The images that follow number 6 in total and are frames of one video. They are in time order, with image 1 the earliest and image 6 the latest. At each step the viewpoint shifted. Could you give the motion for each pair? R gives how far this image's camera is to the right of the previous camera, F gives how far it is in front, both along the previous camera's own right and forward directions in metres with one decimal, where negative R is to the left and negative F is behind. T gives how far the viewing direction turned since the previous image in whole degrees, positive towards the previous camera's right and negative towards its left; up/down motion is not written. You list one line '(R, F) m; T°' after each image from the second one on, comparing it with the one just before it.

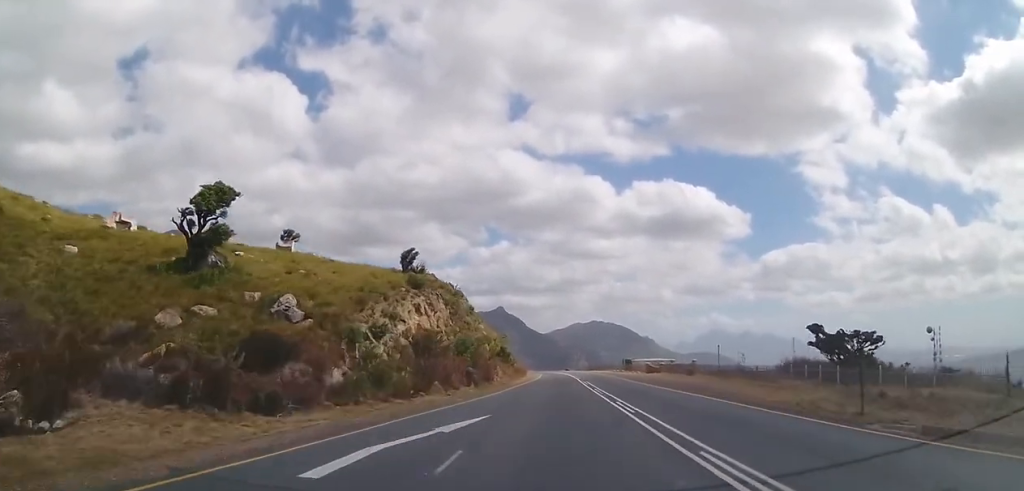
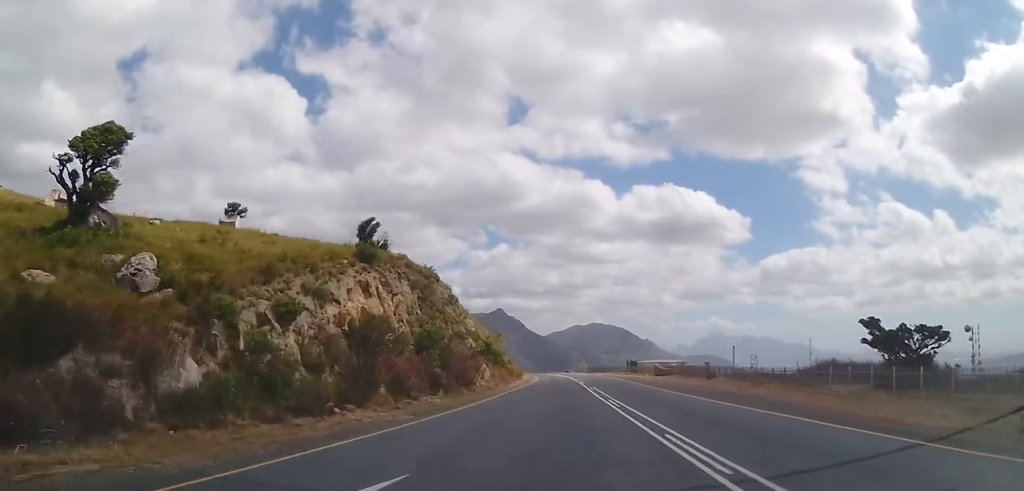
(0.0, +9.2) m; 0°
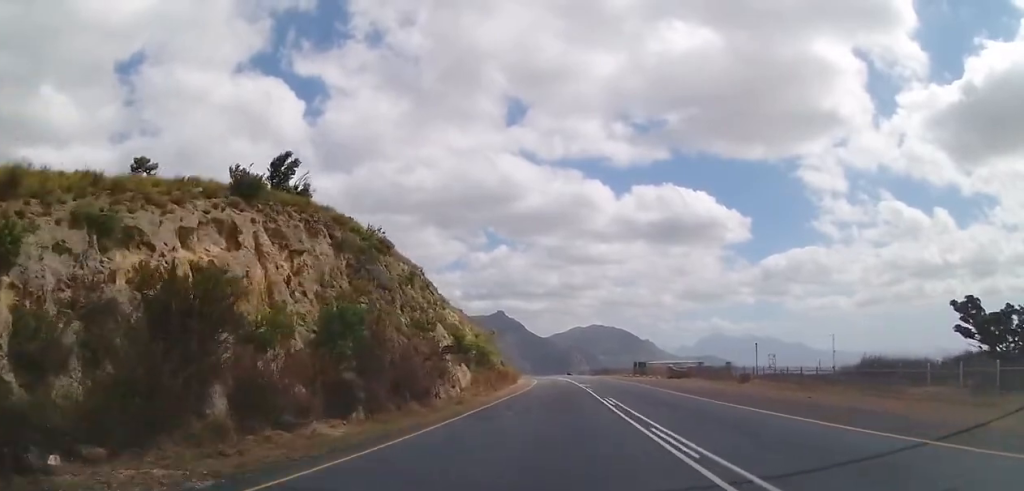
(-0.1, +10.8) m; 0°
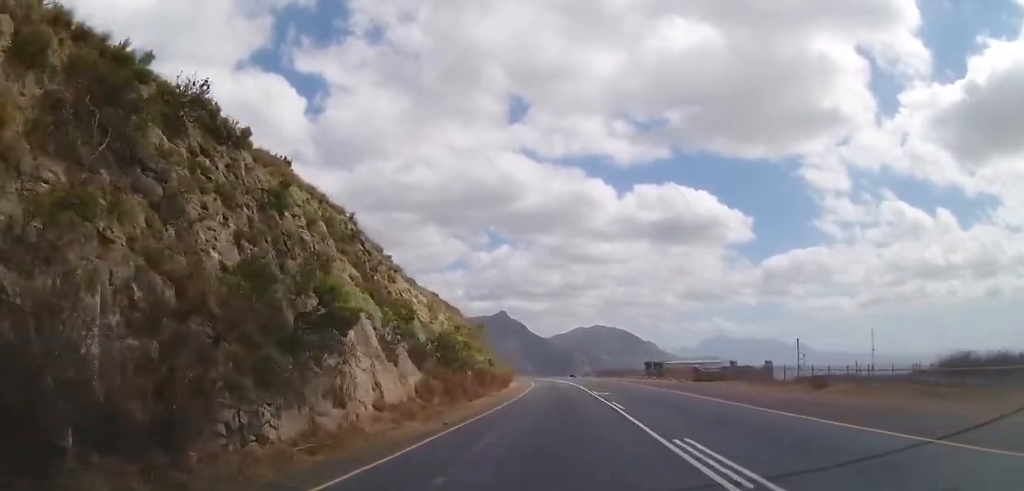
(0.0, +14.5) m; 0°
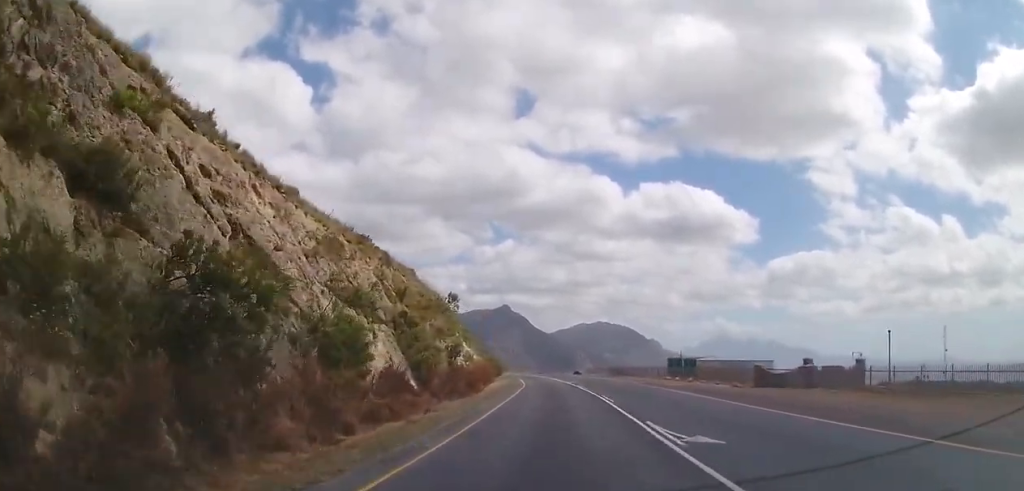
(-0.1, +20.4) m; -1°
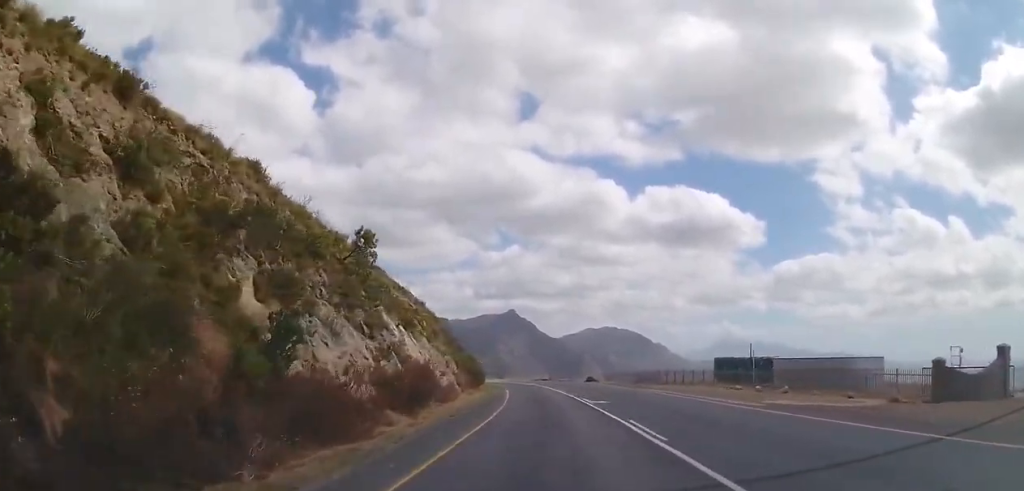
(-0.2, +23.3) m; -1°
